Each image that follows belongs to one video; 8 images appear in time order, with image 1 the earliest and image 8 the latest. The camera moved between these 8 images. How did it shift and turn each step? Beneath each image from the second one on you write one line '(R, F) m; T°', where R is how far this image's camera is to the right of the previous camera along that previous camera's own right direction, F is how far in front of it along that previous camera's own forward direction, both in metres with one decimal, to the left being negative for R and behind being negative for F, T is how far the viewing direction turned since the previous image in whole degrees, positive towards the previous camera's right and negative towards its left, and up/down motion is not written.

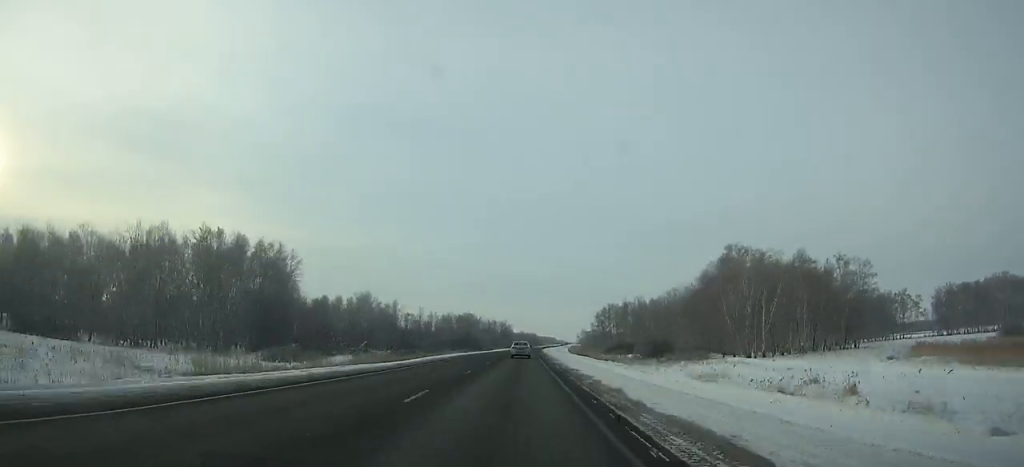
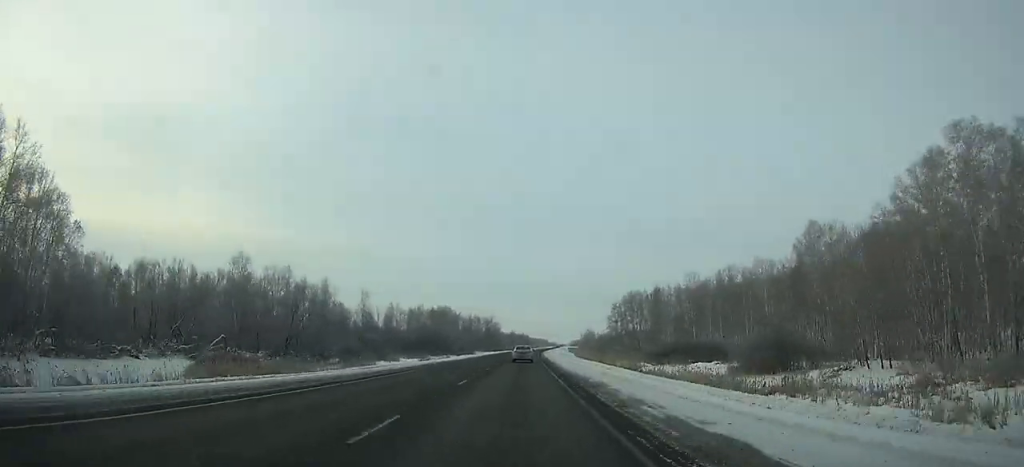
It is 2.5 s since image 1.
(+0.5, +63.9) m; +1°
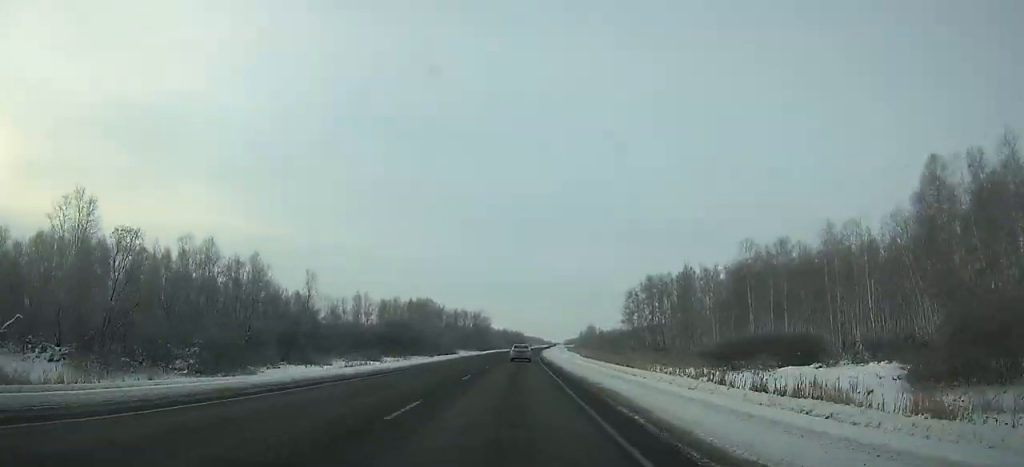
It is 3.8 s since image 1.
(+0.3, +33.3) m; +1°
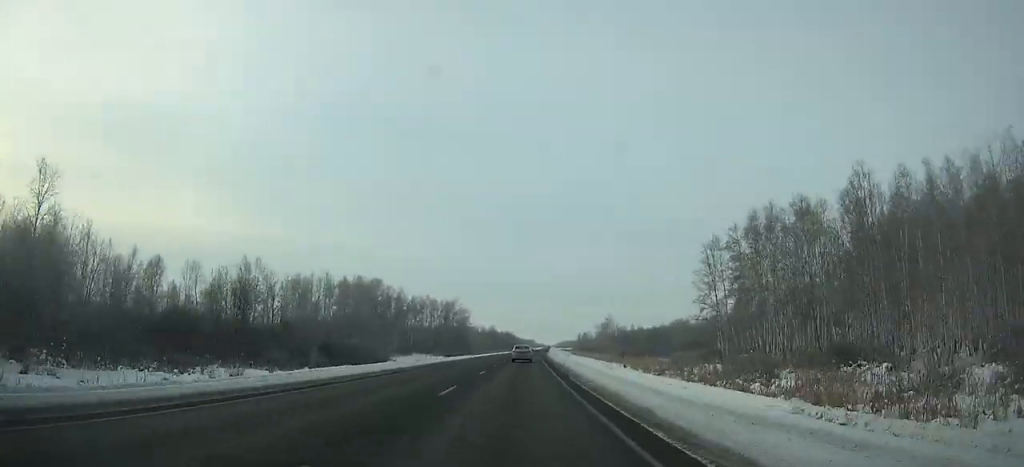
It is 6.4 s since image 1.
(+0.6, +66.5) m; +1°
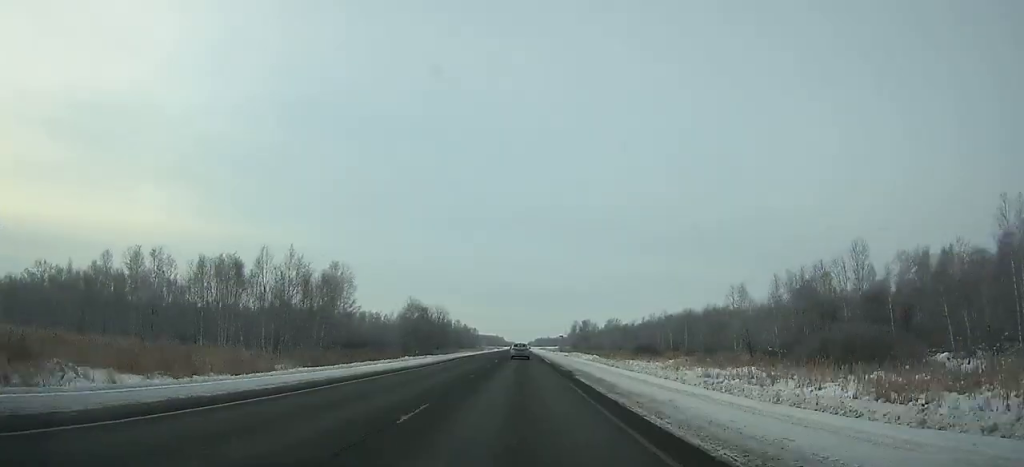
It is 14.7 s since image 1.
(+5.6, +212.3) m; +2°
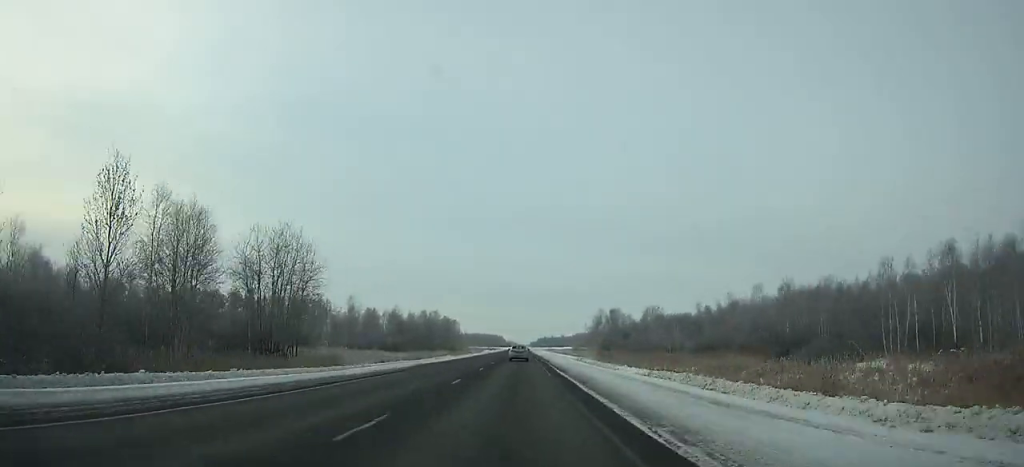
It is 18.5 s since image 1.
(-0.3, +97.3) m; 0°
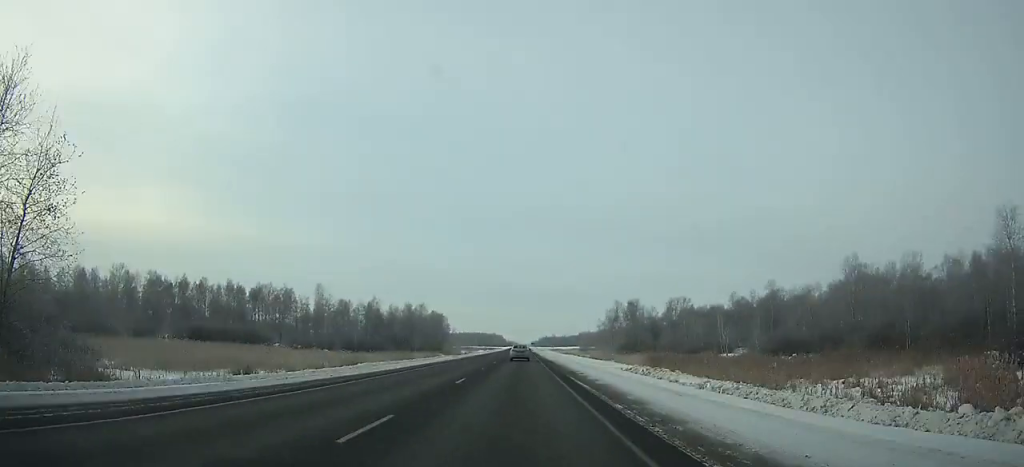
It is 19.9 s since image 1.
(-0.1, +35.7) m; 0°
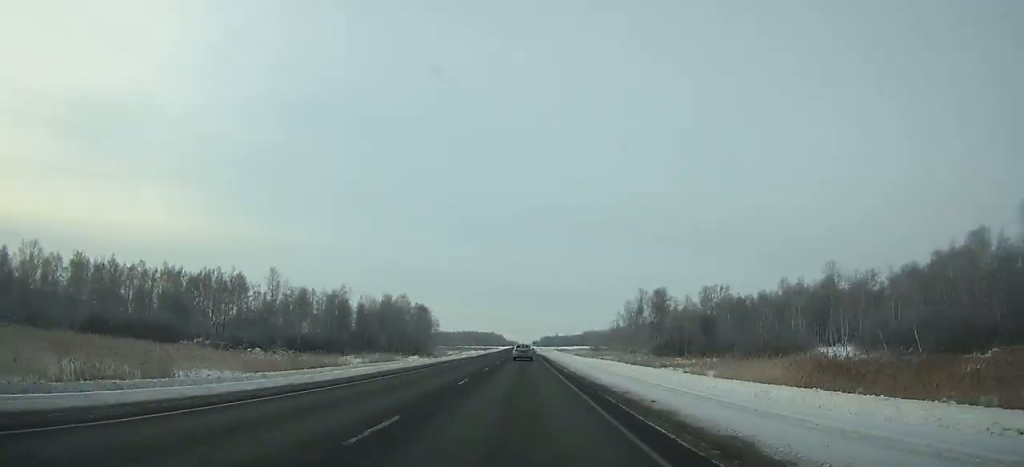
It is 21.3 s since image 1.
(0.0, +35.5) m; 0°
